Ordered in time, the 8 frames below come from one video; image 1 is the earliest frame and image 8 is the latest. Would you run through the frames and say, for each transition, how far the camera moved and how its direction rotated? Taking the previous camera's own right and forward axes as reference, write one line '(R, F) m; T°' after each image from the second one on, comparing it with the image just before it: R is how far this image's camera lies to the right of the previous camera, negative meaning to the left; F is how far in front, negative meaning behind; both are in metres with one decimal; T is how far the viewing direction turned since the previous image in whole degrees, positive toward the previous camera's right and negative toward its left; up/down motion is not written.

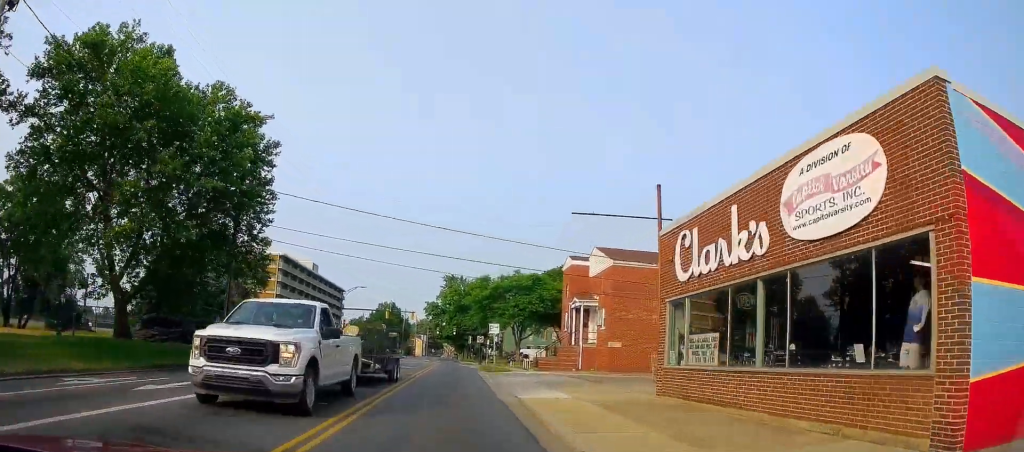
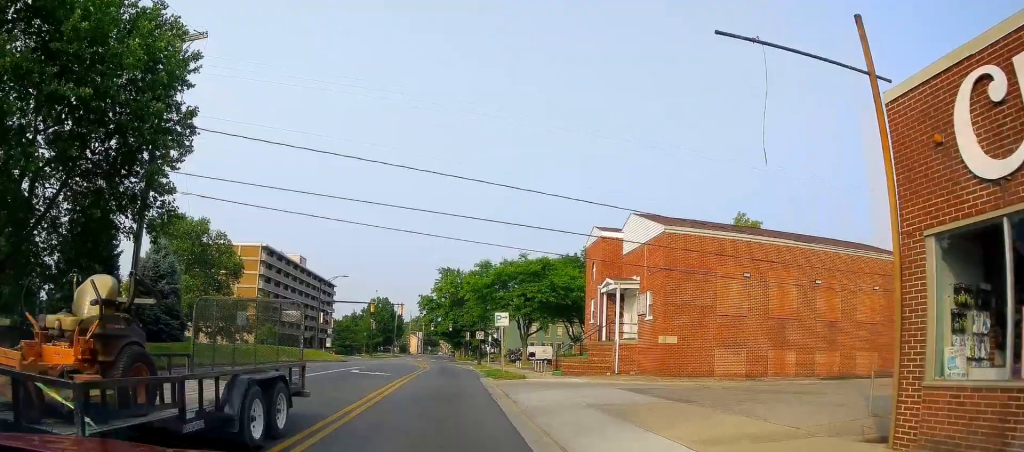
(+0.4, +9.6) m; +2°
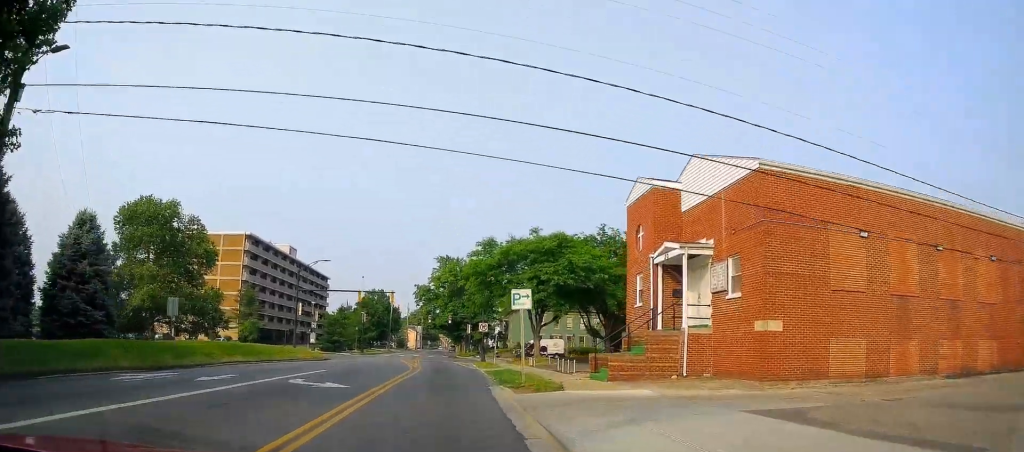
(0.0, +9.1) m; -1°
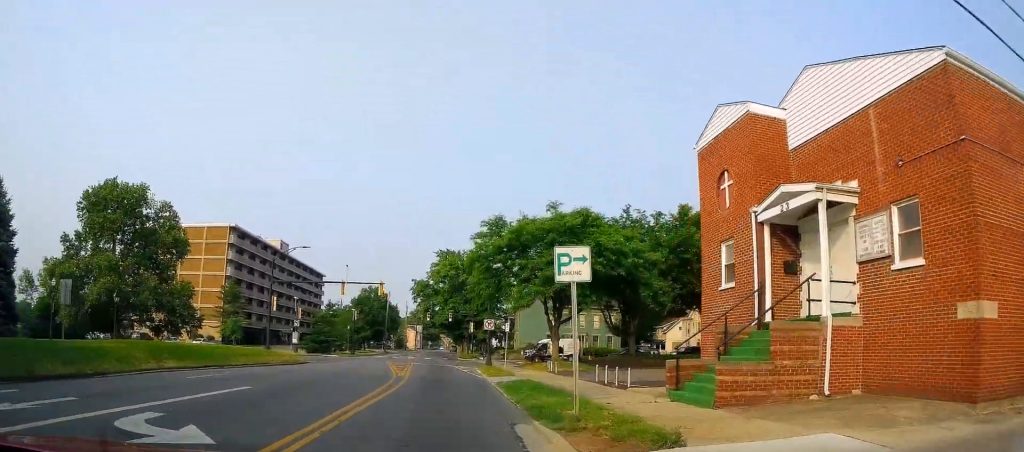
(-0.1, +8.5) m; -1°
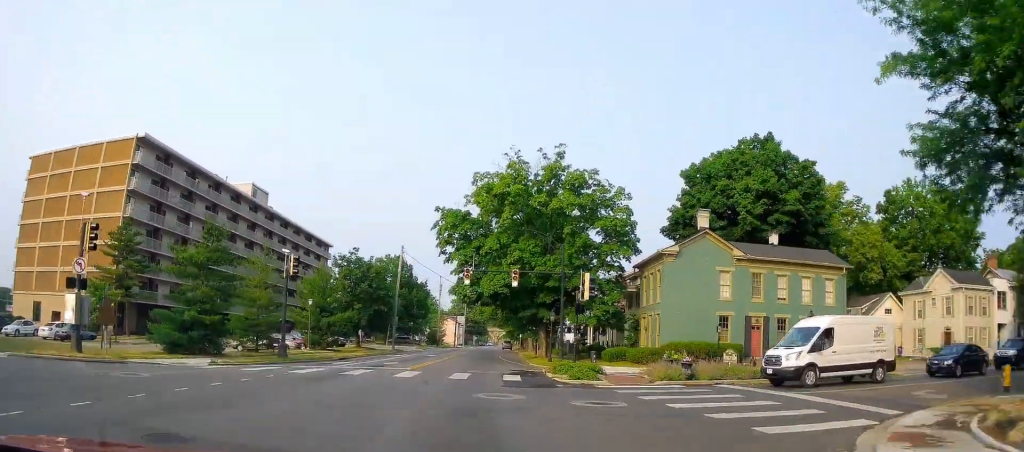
(-2.1, +44.8) m; -5°
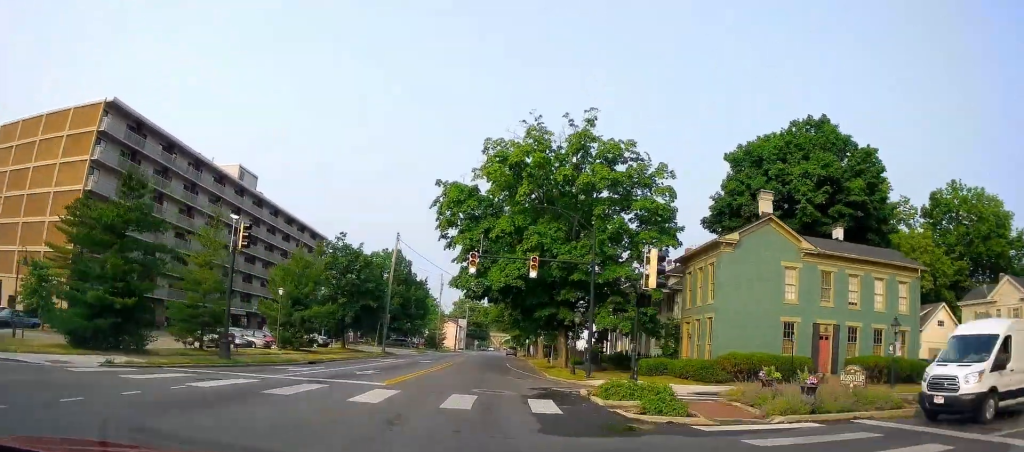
(-0.1, +8.1) m; +1°
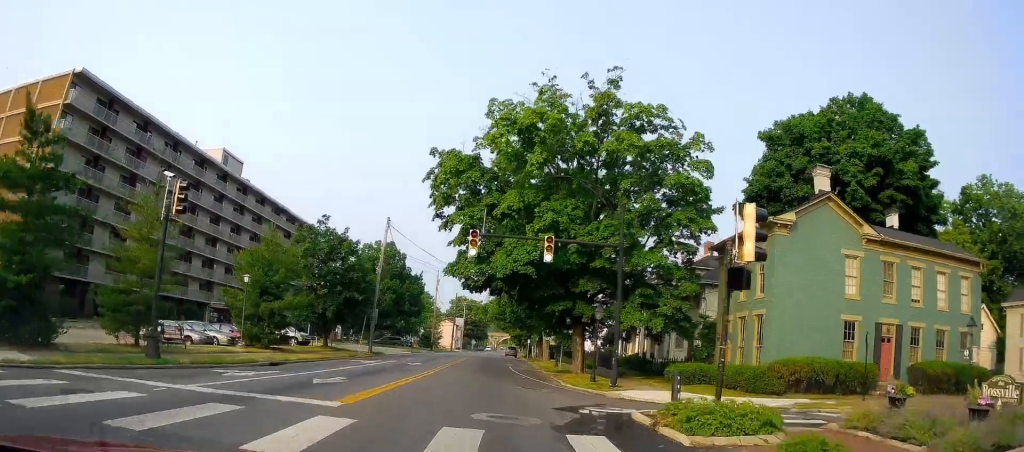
(+0.2, +5.8) m; +1°
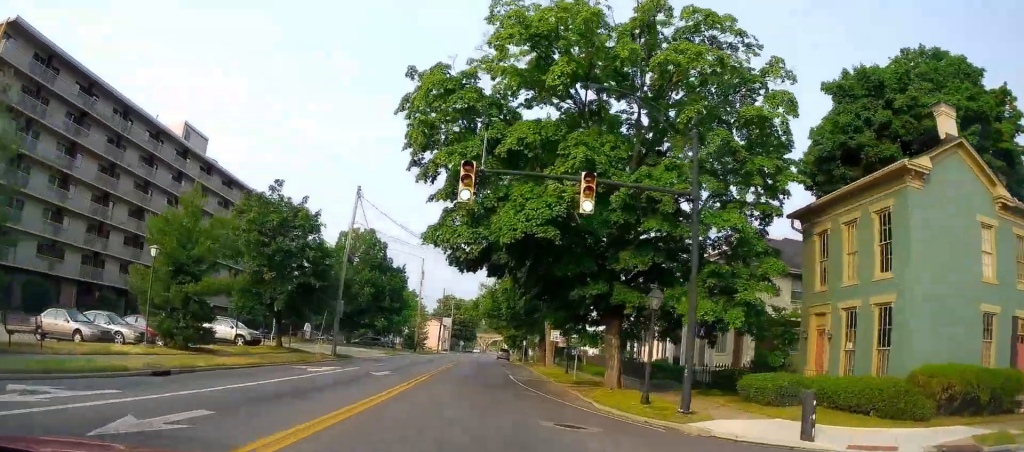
(+0.1, +9.3) m; 0°
